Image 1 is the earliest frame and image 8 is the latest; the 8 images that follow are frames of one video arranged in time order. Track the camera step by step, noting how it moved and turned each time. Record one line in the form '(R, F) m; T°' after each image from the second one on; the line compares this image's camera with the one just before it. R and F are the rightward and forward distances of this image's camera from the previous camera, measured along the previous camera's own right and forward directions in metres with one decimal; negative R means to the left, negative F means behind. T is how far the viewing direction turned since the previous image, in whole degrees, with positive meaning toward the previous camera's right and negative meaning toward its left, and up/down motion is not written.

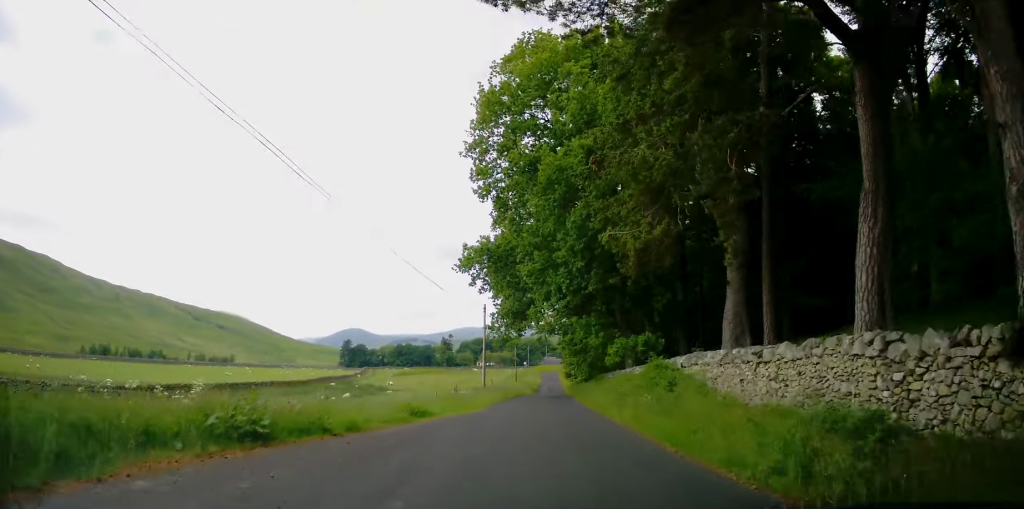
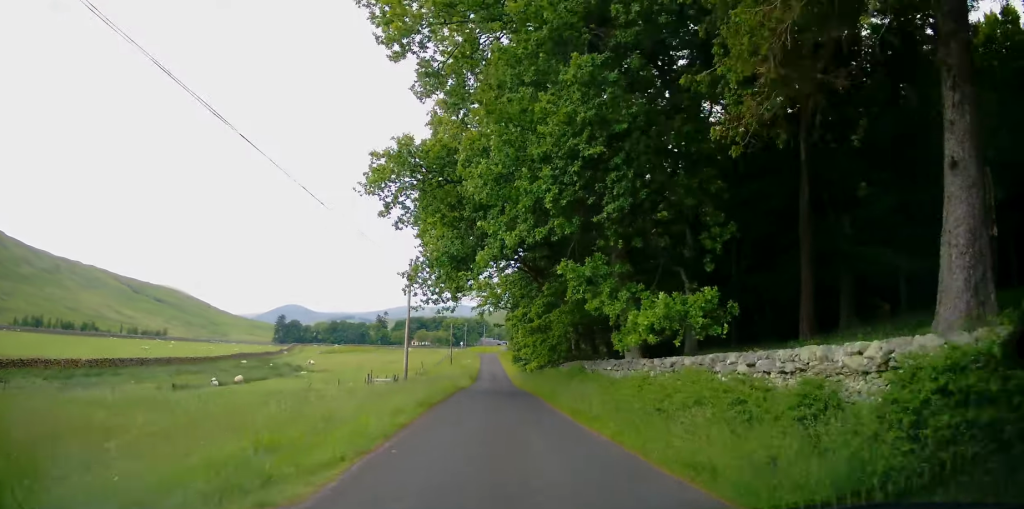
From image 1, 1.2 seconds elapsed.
(+1.4, +13.4) m; +7°
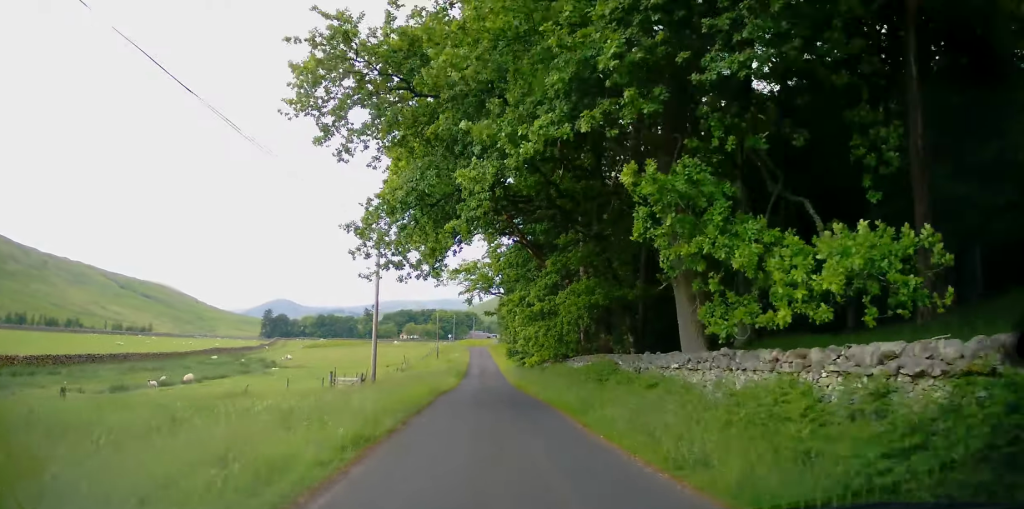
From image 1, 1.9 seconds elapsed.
(+0.1, +7.2) m; +1°
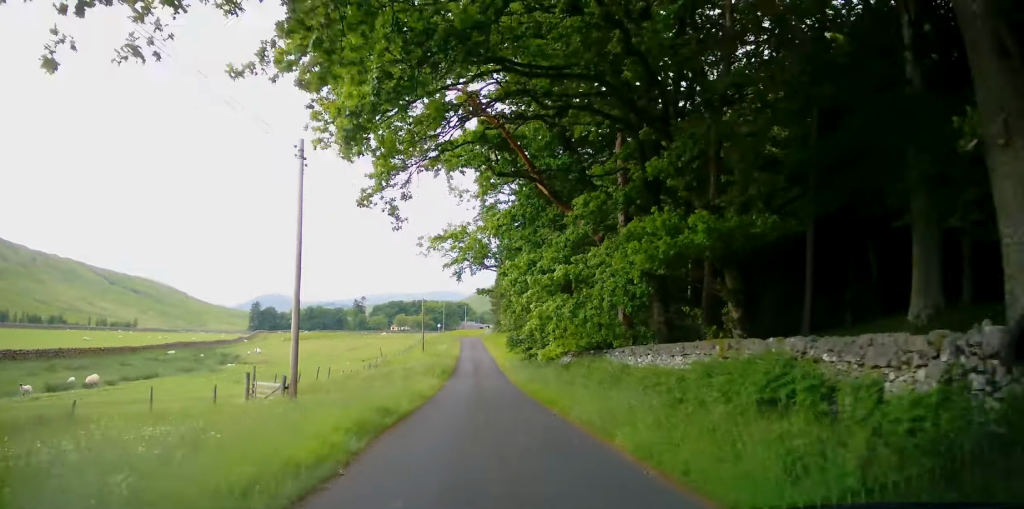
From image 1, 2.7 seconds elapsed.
(-0.1, +10.3) m; 0°
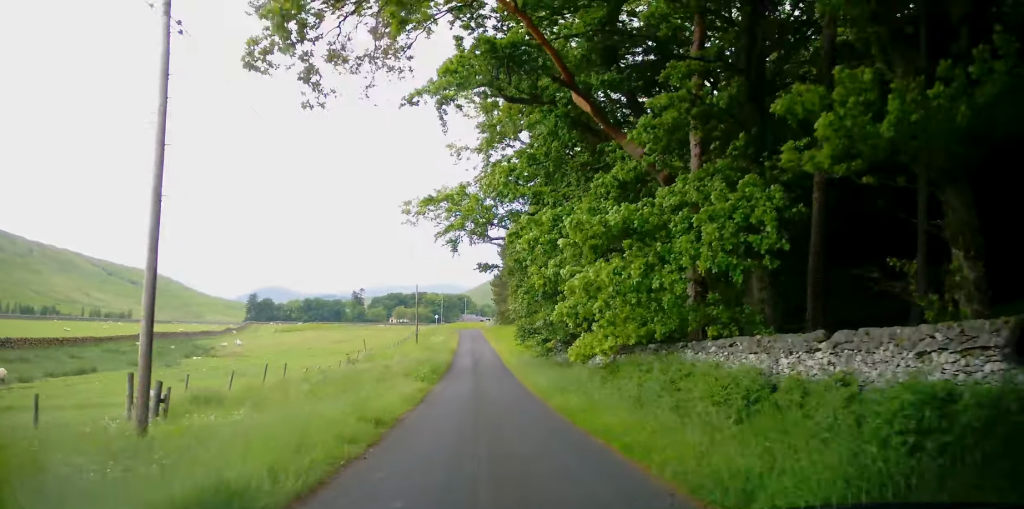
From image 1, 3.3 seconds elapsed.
(0.0, +7.3) m; 0°
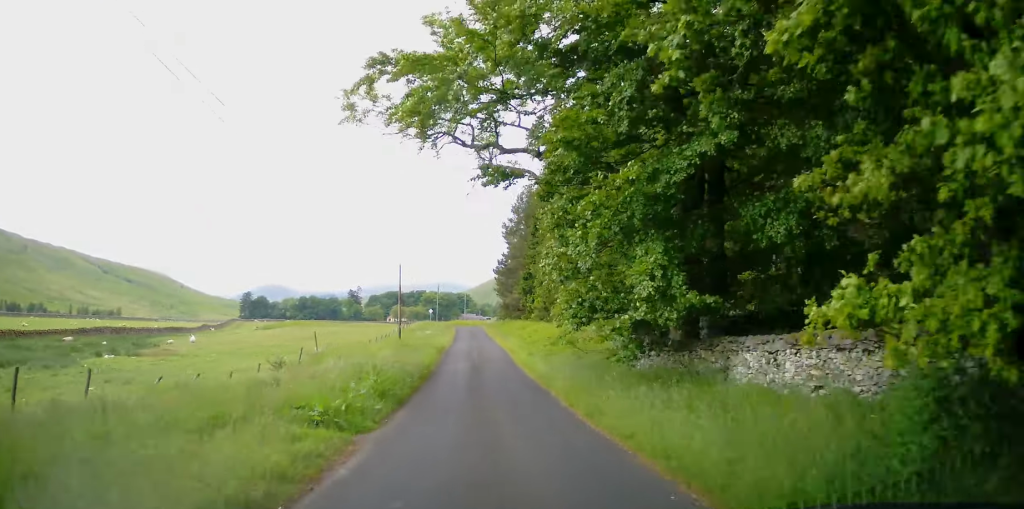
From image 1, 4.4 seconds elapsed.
(0.0, +13.2) m; 0°
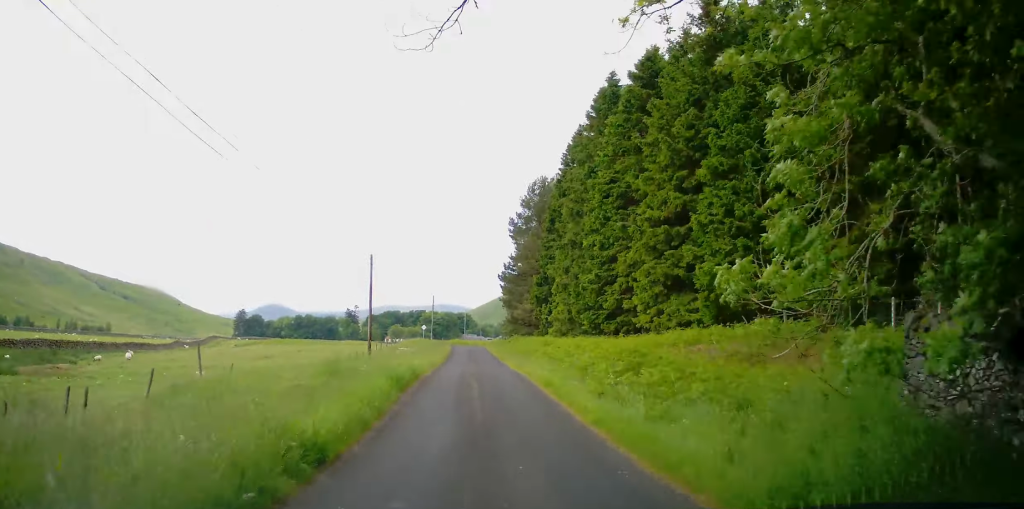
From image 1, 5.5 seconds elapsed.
(-0.1, +13.2) m; -2°
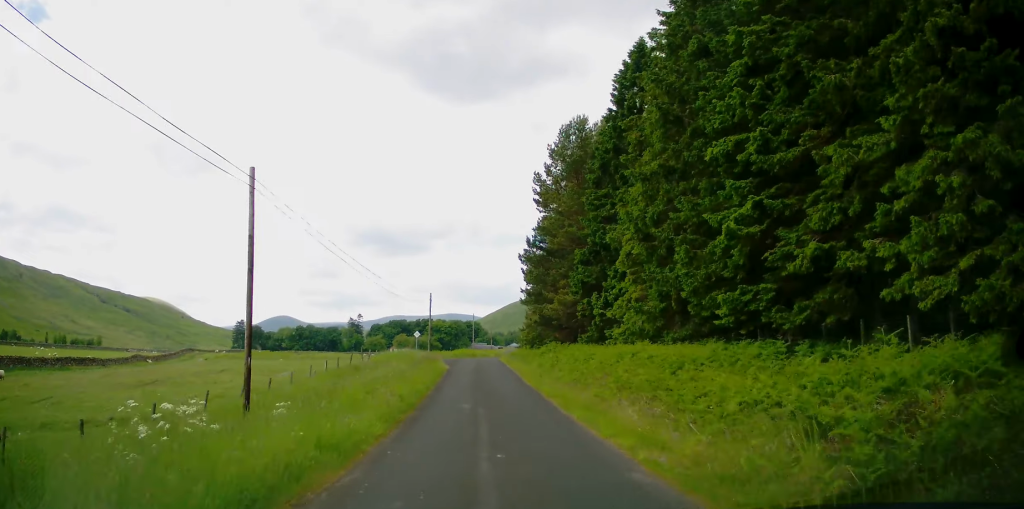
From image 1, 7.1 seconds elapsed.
(-0.5, +19.3) m; -1°
